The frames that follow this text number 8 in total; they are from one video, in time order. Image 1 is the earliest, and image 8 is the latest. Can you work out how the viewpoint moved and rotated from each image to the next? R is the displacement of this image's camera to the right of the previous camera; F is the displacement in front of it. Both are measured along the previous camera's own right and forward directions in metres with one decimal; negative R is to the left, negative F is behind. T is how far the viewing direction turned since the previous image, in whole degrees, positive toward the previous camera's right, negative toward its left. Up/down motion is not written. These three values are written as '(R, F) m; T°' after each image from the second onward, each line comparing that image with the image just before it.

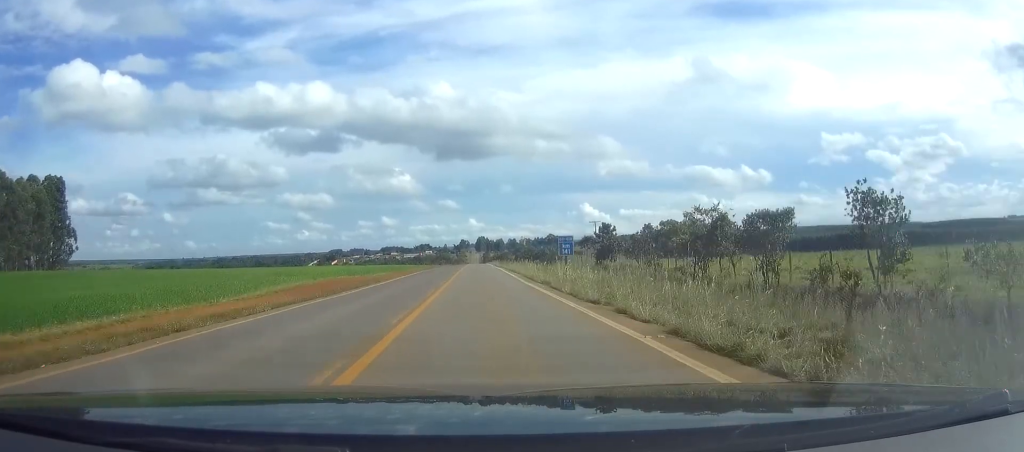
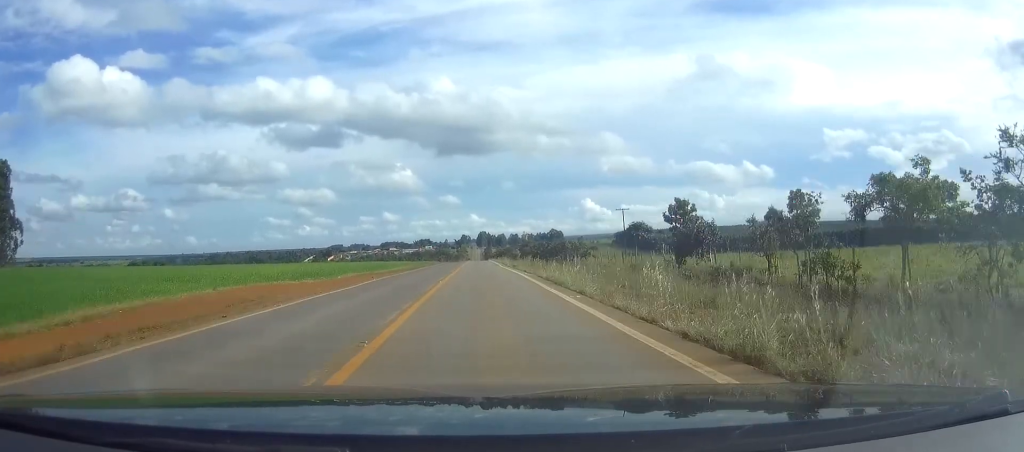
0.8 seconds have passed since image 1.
(0.0, +26.4) m; 0°
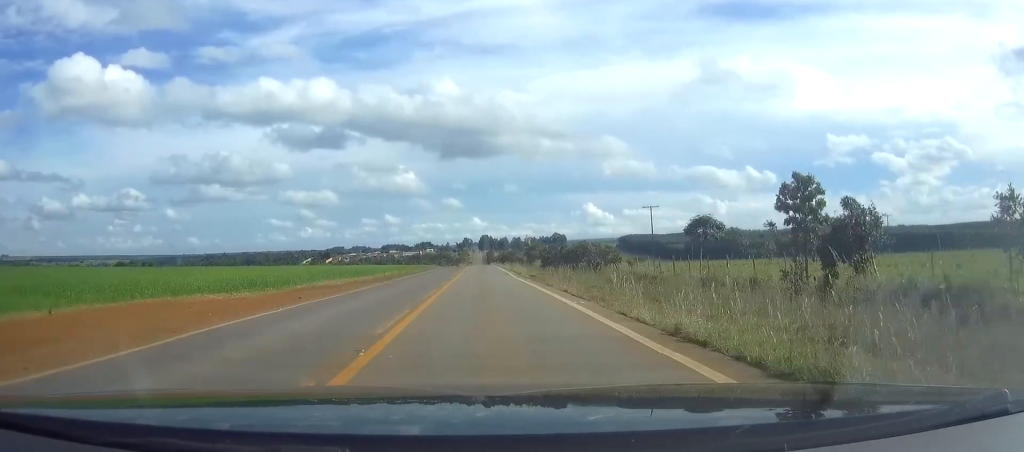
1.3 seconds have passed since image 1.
(0.0, +17.6) m; 0°
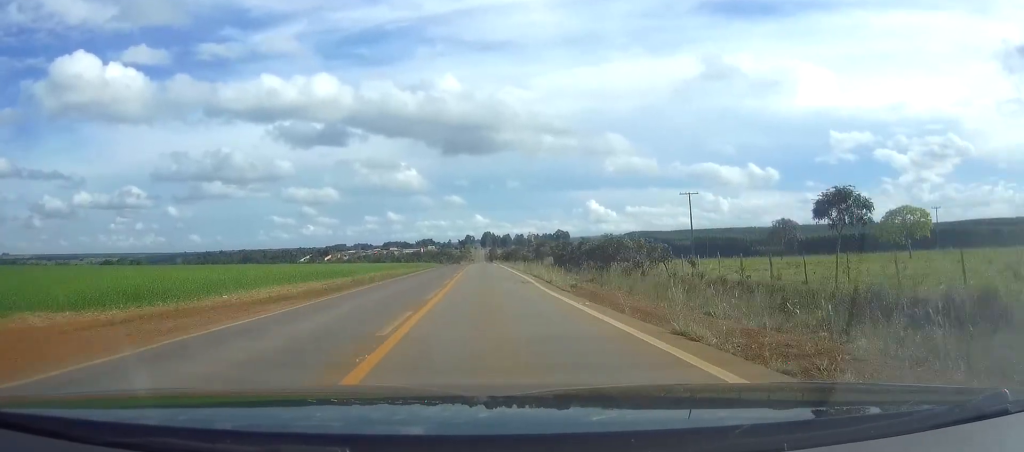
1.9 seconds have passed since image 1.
(0.0, +17.6) m; 0°
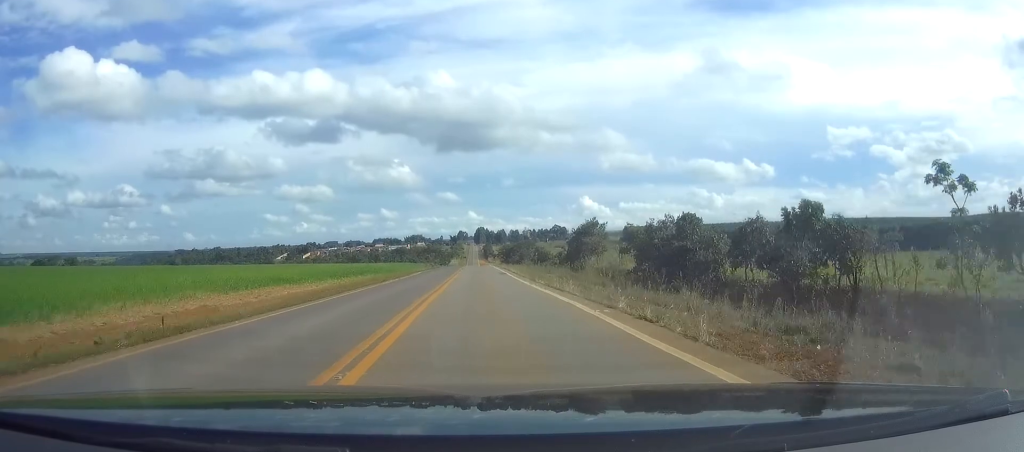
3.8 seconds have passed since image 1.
(+0.2, +64.6) m; 0°
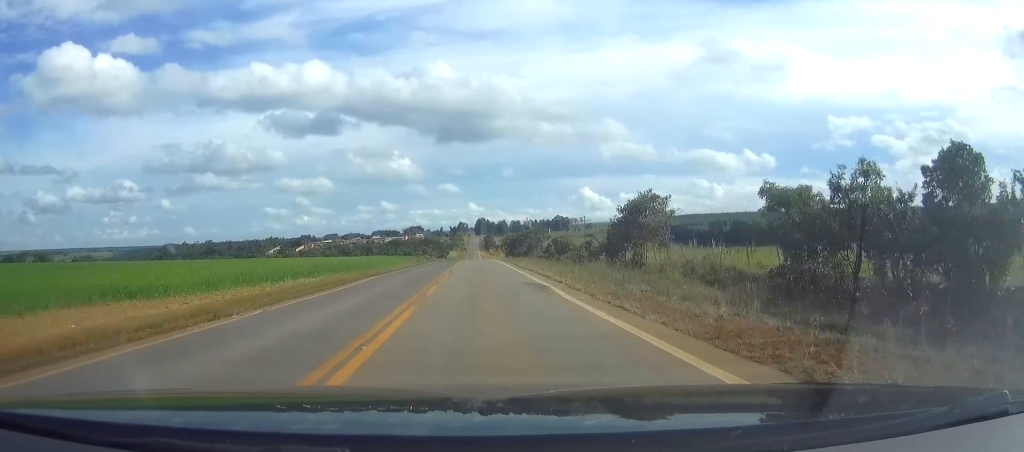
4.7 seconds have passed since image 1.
(0.0, +27.4) m; 0°
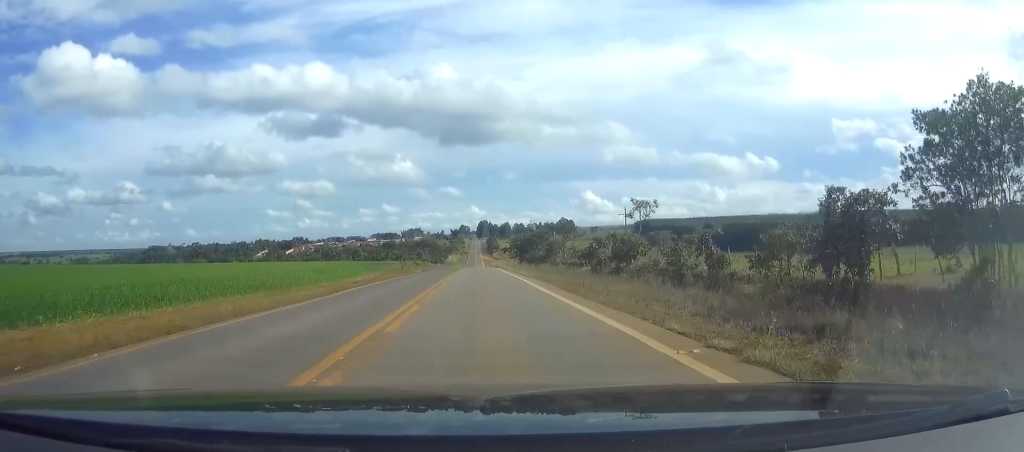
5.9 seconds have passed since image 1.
(+0.2, +41.9) m; 0°
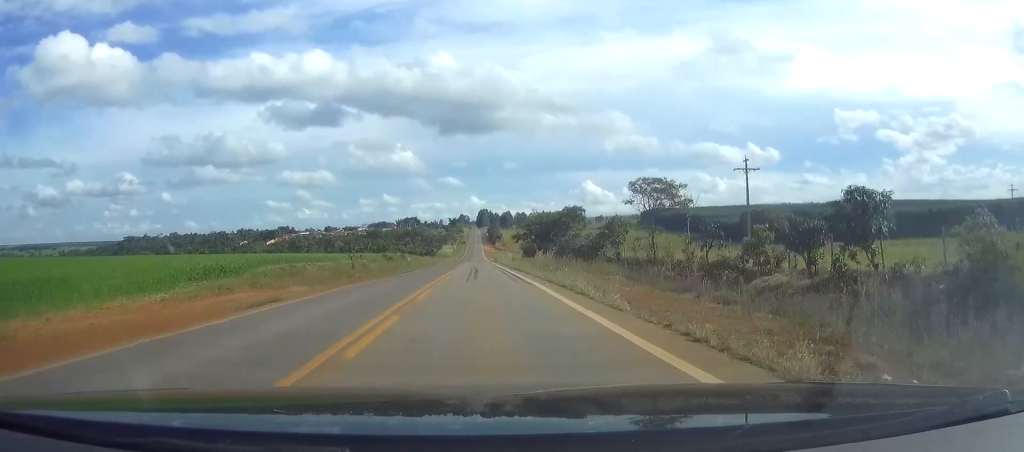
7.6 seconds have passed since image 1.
(-0.1, +54.3) m; 0°
